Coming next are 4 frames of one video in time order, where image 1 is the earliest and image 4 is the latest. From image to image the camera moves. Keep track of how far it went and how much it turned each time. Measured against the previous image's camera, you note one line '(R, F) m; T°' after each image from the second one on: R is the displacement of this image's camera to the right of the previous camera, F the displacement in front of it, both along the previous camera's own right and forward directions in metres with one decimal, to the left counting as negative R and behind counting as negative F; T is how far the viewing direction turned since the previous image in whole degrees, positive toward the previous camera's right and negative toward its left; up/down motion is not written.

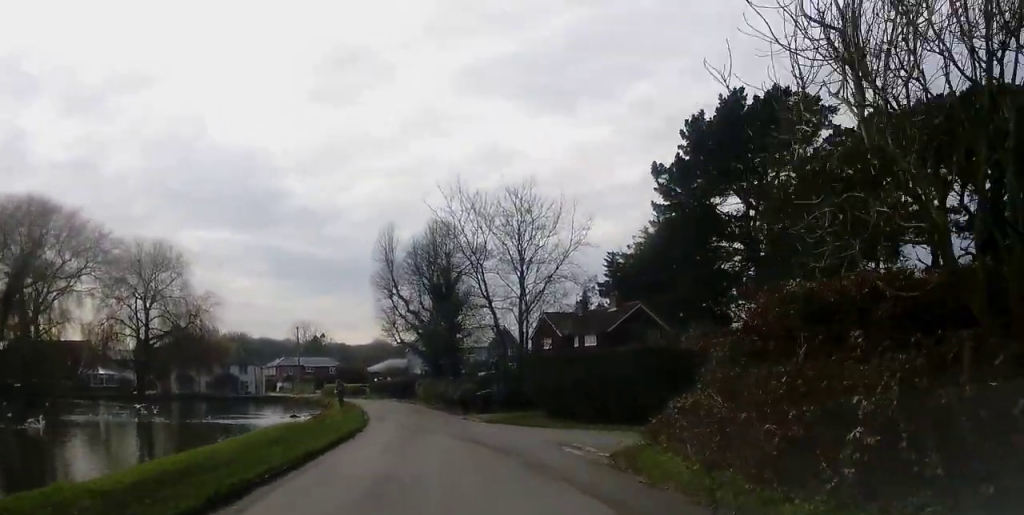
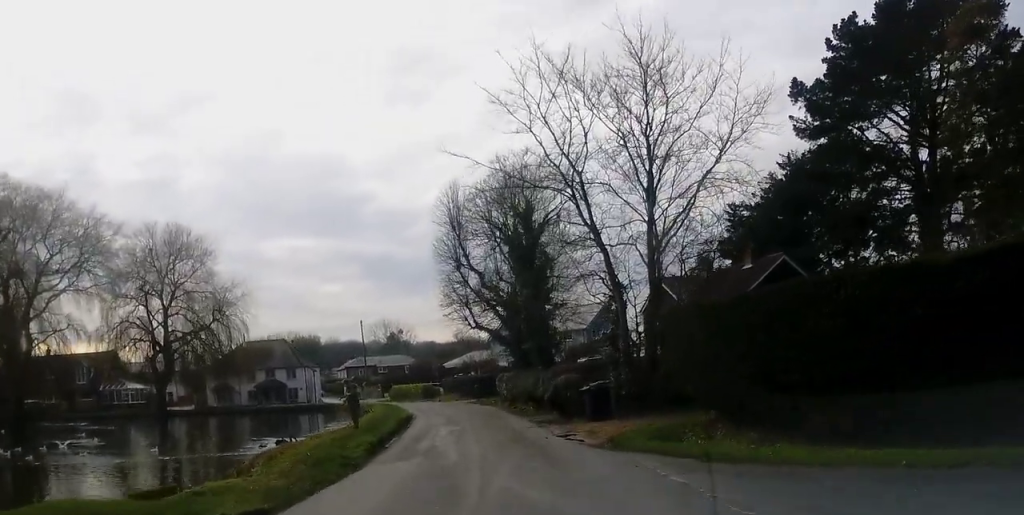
(+0.1, +16.4) m; -4°
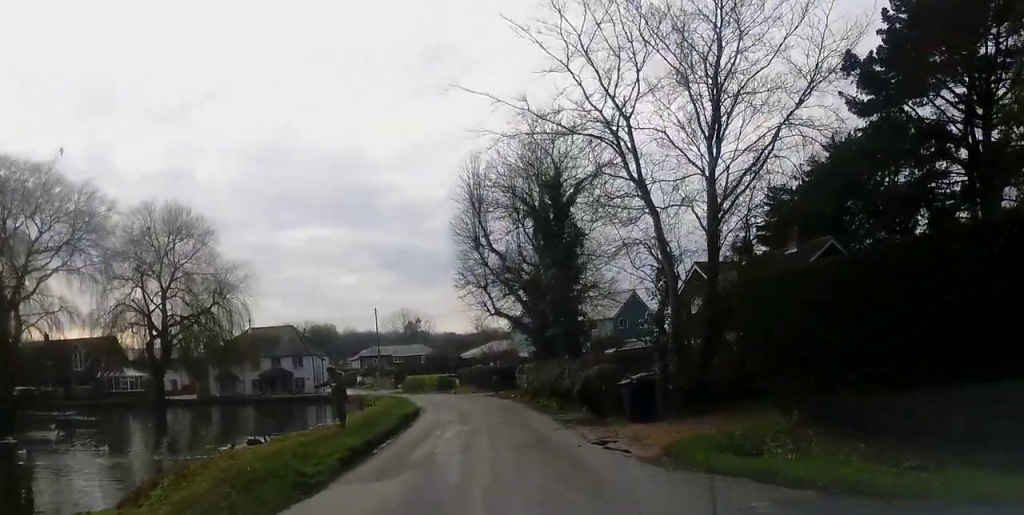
(-0.2, +4.6) m; -4°
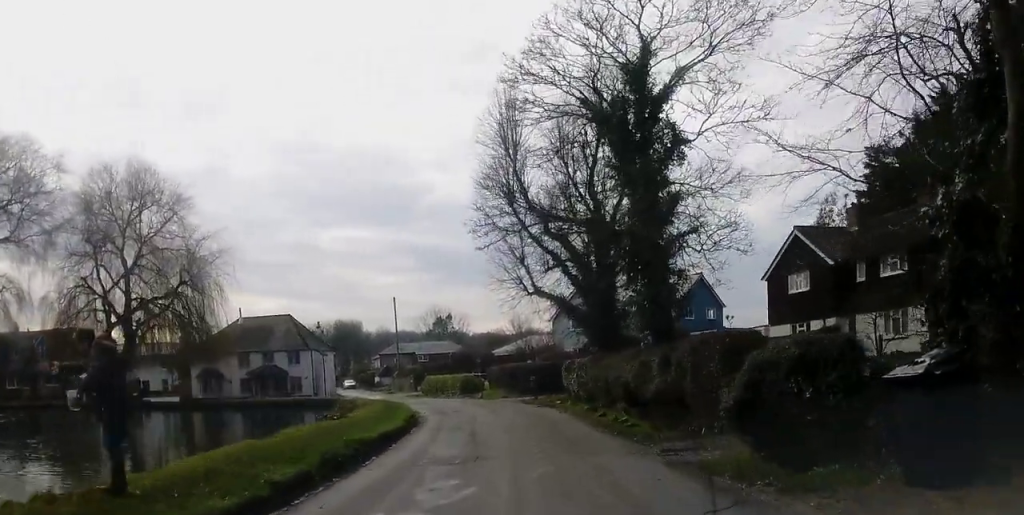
(-1.2, +13.4) m; -6°
